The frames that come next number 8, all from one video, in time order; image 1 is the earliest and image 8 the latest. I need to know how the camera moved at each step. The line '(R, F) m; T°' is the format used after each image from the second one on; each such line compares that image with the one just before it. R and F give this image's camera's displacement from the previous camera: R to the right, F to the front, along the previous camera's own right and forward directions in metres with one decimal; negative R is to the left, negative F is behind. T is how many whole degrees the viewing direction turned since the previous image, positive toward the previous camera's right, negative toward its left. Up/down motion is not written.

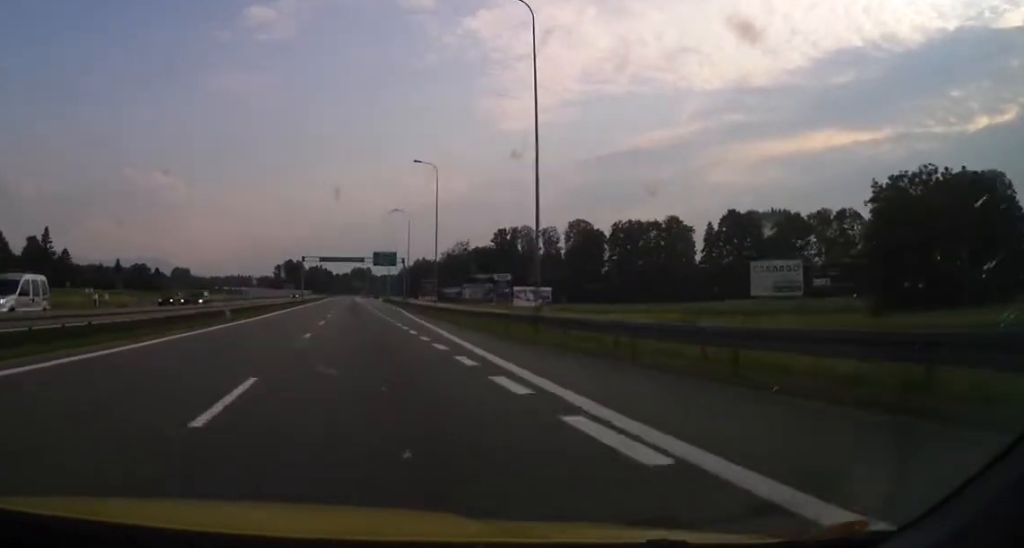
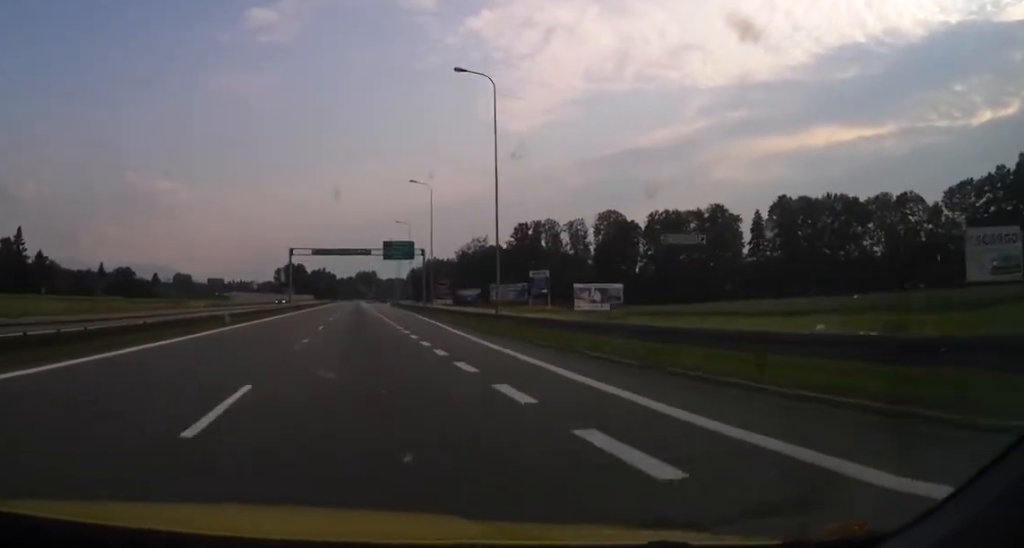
(-0.3, +27.0) m; -1°
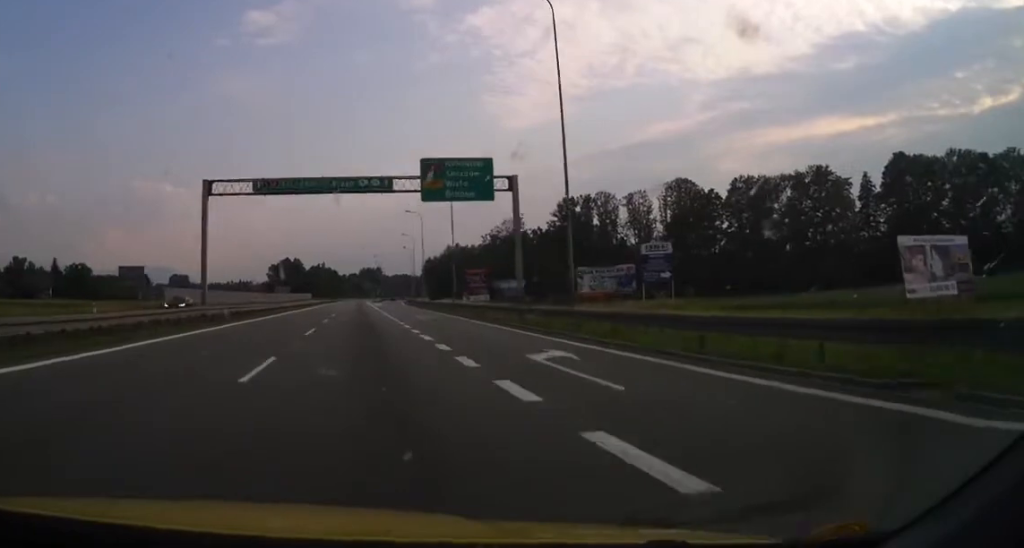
(-0.5, +45.0) m; -4°
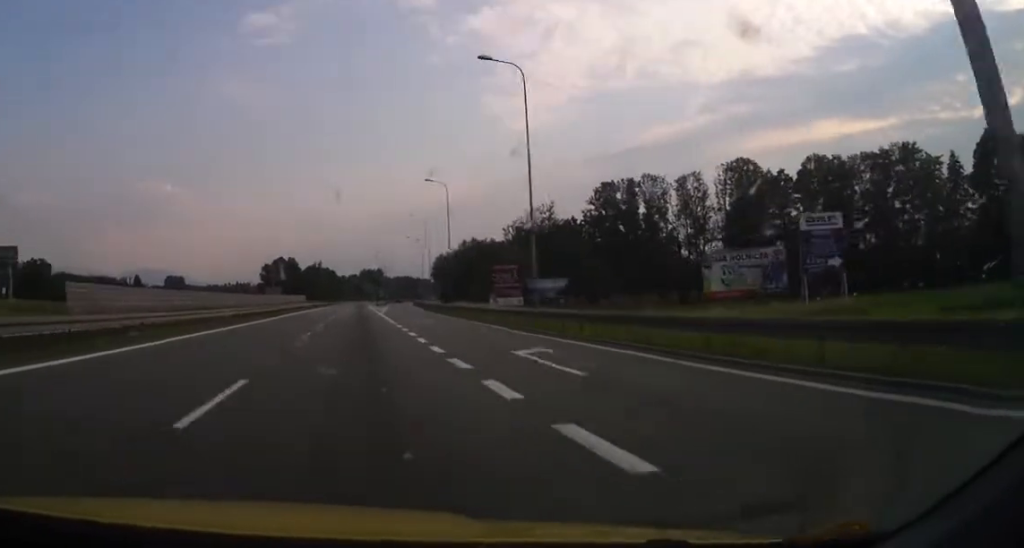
(-1.3, +30.1) m; -3°
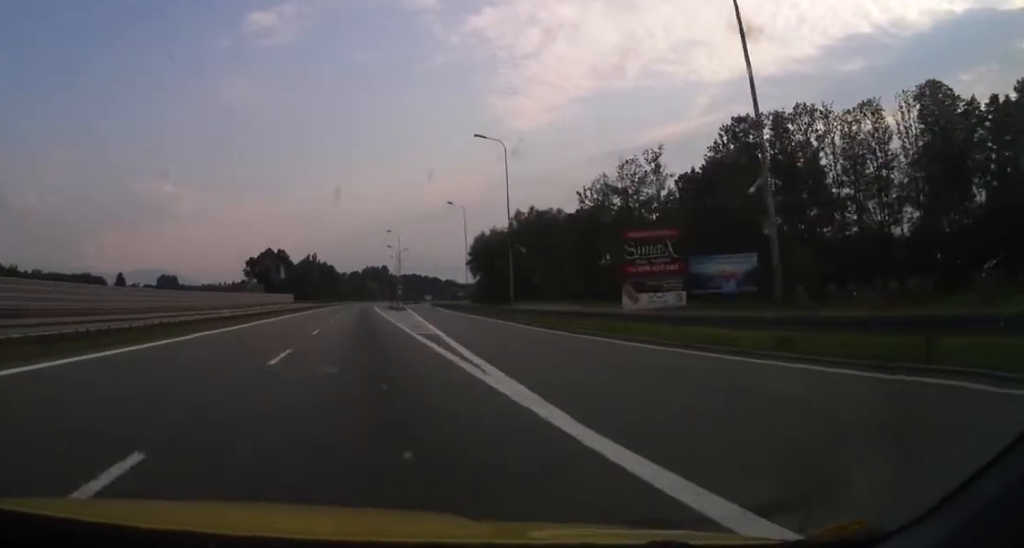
(0.0, +54.5) m; +1°
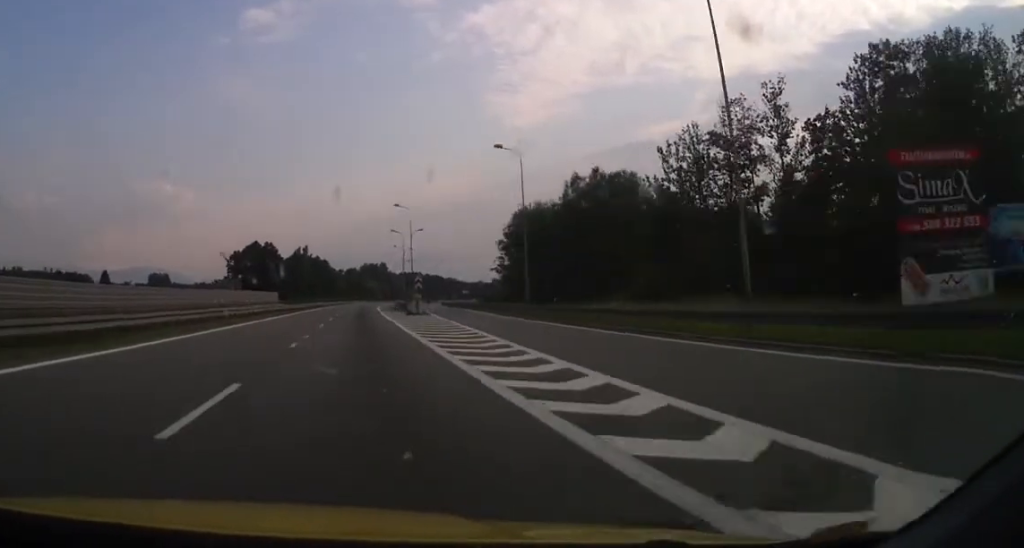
(+0.1, +31.6) m; 0°
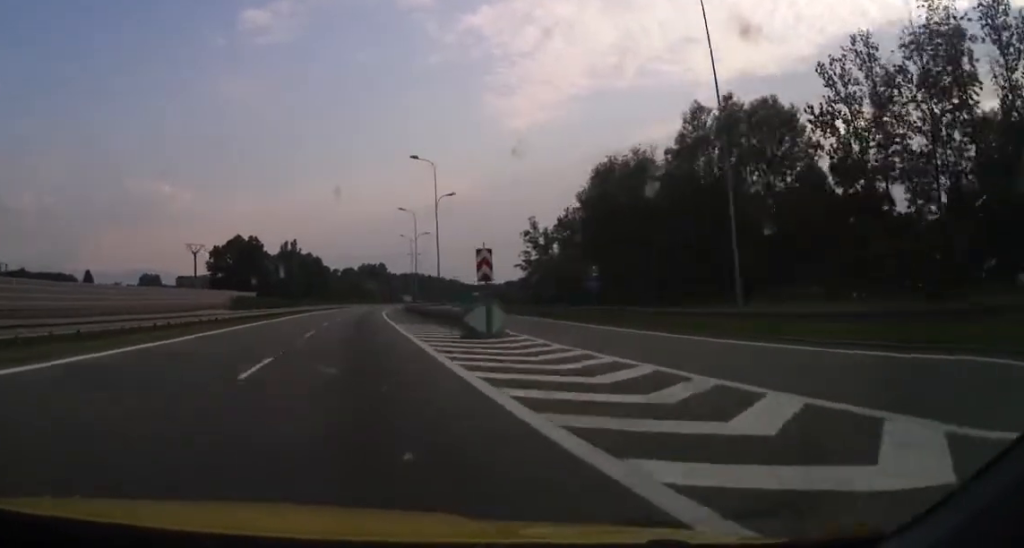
(-0.1, +31.8) m; 0°
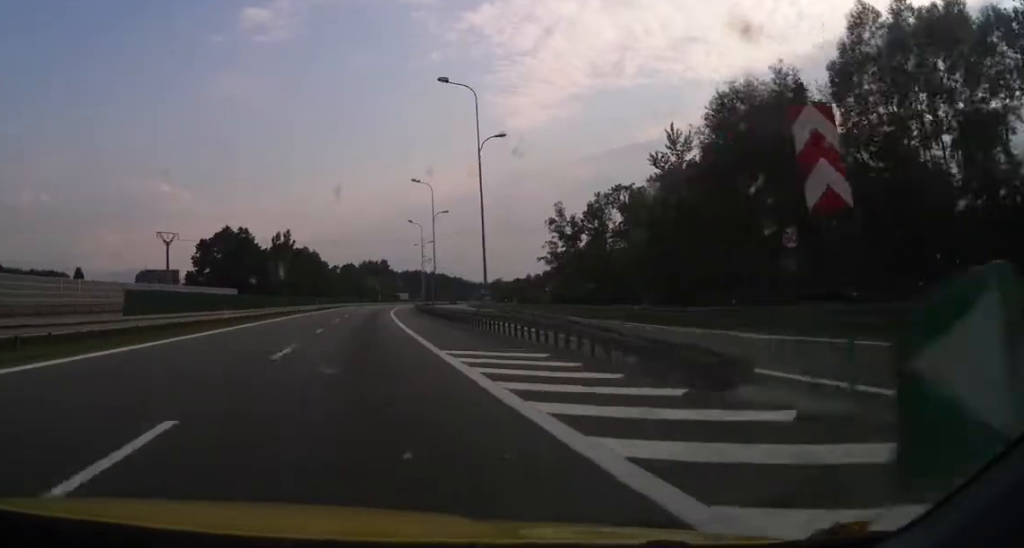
(0.0, +19.0) m; 0°
